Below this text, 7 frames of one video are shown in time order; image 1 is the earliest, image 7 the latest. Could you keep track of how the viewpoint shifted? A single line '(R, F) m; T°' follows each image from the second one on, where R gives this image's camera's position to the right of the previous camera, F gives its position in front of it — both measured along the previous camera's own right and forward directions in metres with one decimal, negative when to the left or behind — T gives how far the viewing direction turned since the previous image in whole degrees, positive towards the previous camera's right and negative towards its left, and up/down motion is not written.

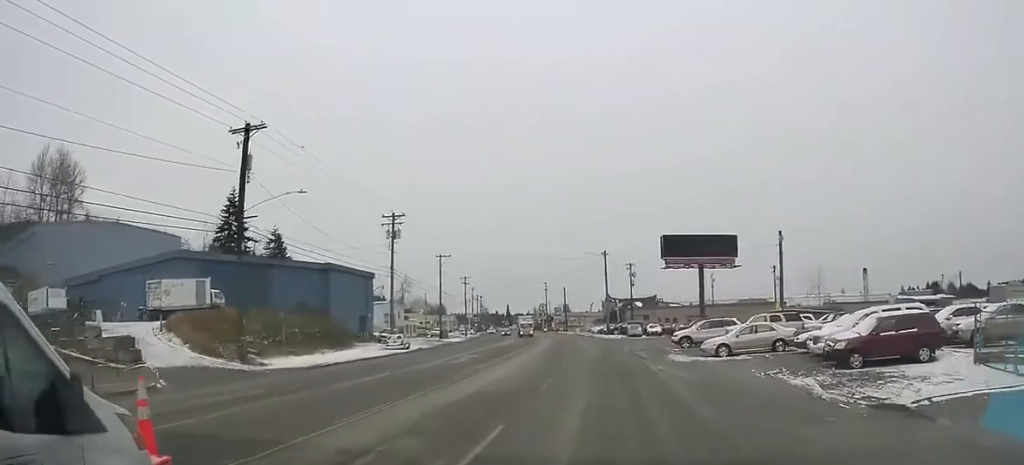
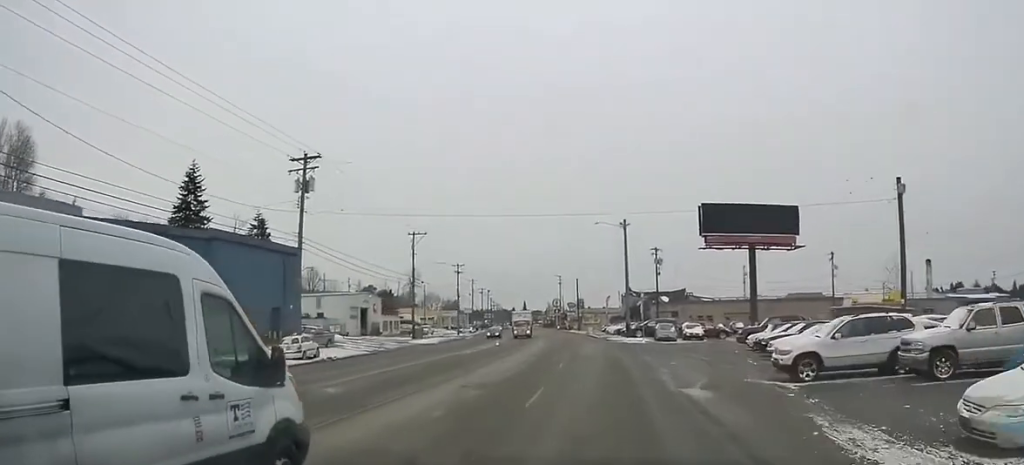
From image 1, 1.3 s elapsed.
(0.0, +23.2) m; 0°
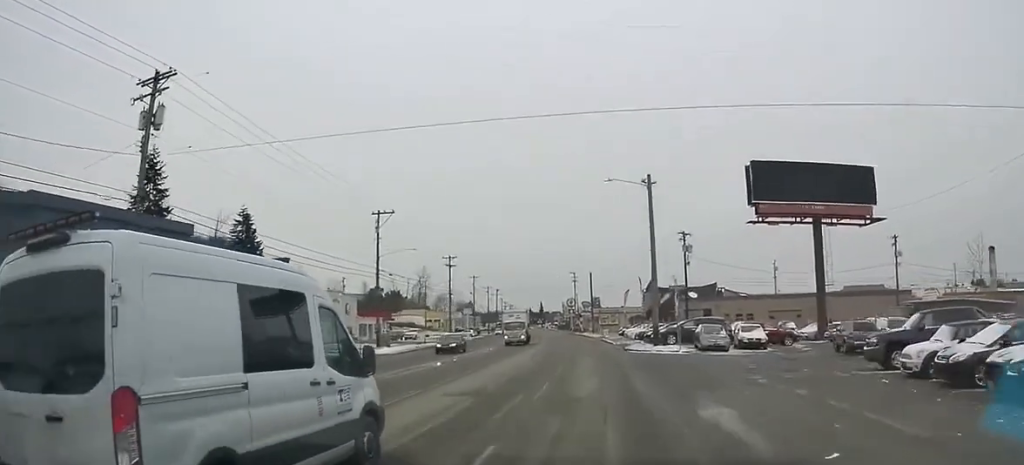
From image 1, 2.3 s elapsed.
(0.0, +17.9) m; 0°
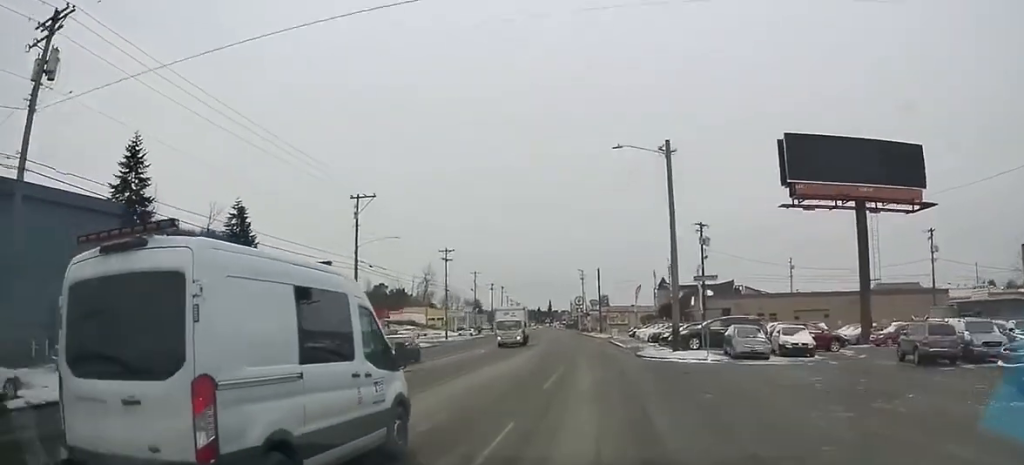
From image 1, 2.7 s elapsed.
(0.0, +7.8) m; 0°
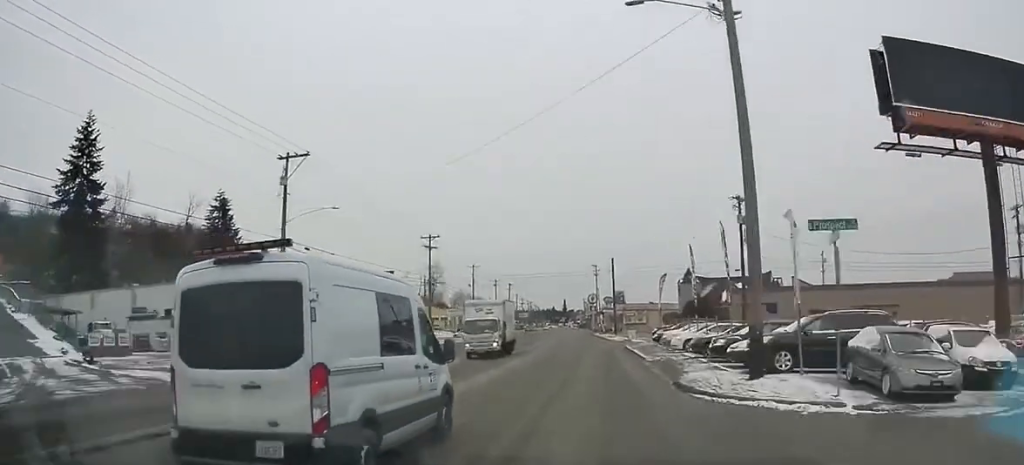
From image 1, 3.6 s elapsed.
(0.0, +15.5) m; 0°
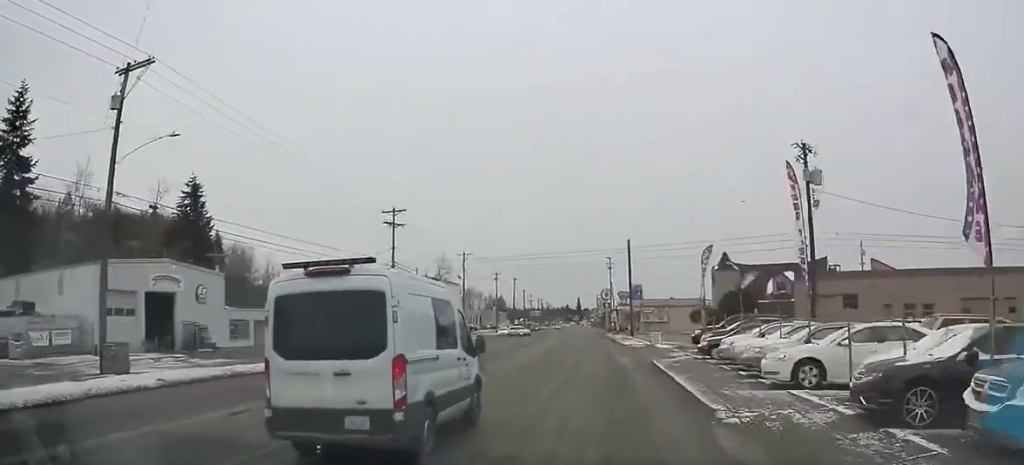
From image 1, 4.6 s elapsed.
(-0.1, +17.8) m; -2°
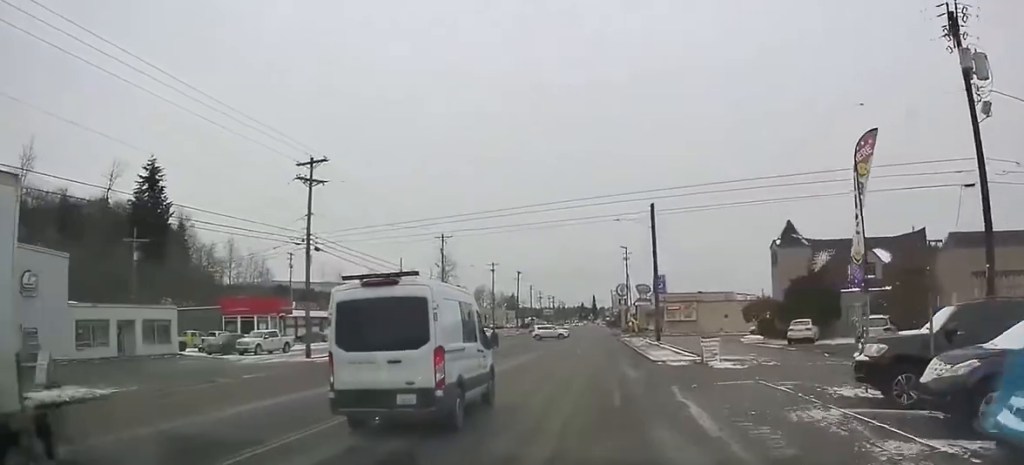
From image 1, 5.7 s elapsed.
(-0.9, +19.7) m; -4°
